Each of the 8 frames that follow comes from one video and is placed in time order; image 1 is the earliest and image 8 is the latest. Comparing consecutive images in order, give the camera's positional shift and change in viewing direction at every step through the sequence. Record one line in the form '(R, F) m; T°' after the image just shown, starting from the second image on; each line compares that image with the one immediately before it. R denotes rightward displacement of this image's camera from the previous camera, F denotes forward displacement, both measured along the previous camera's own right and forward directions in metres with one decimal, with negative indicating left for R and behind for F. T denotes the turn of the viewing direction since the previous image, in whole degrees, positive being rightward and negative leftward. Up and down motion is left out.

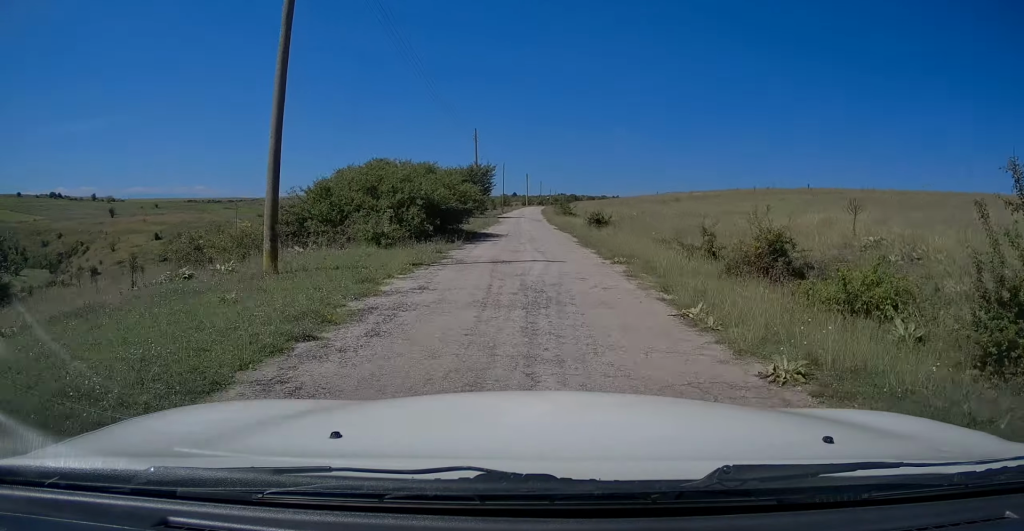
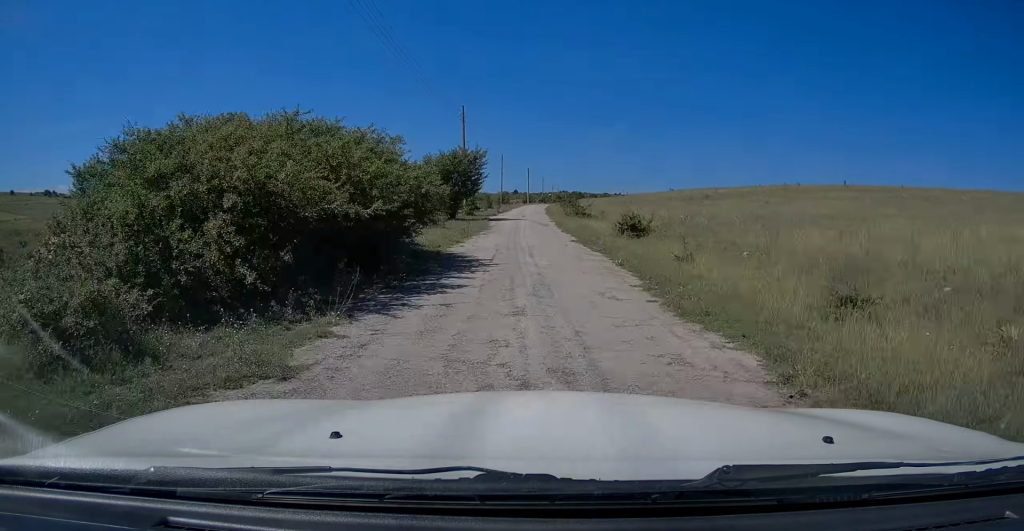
(+0.3, +11.6) m; +1°
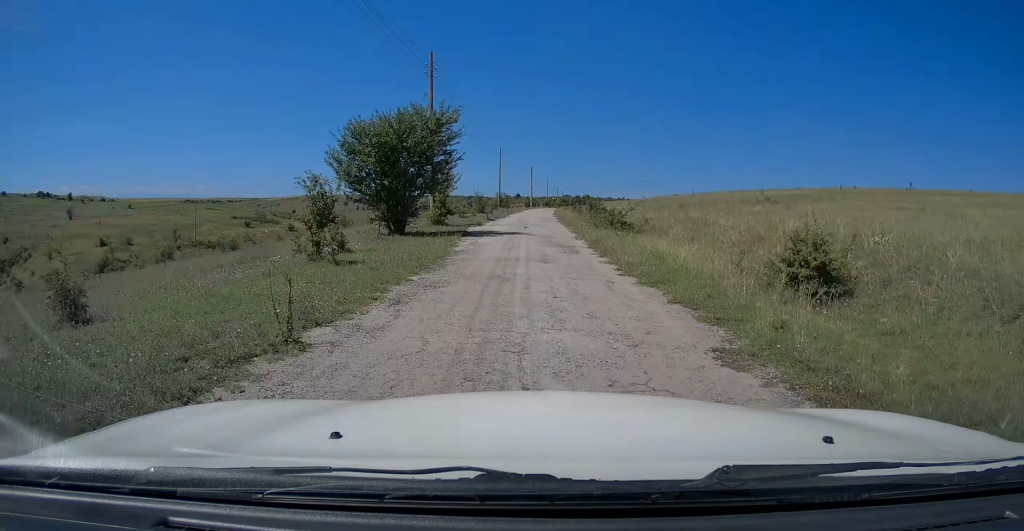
(-0.1, +16.0) m; -2°
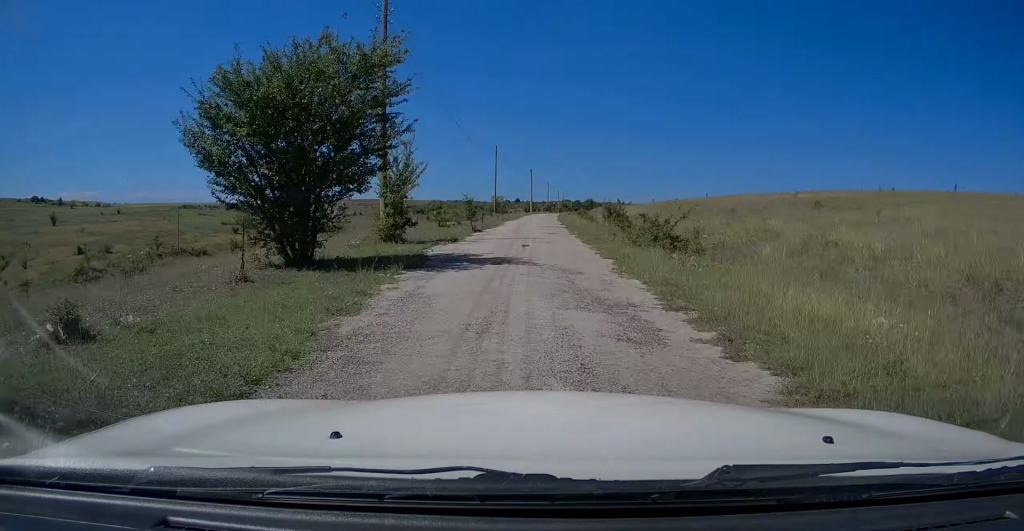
(0.0, +9.0) m; -2°
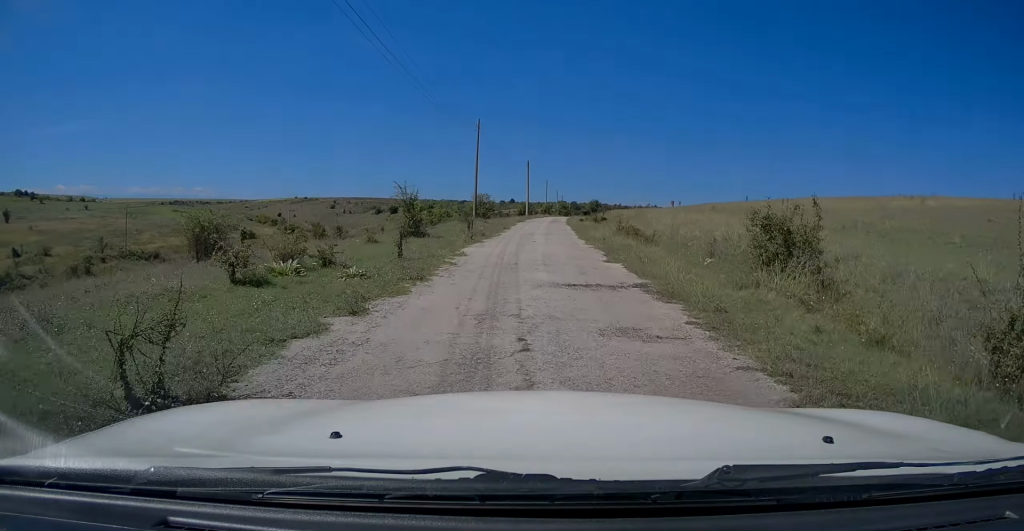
(0.0, +21.3) m; +3°
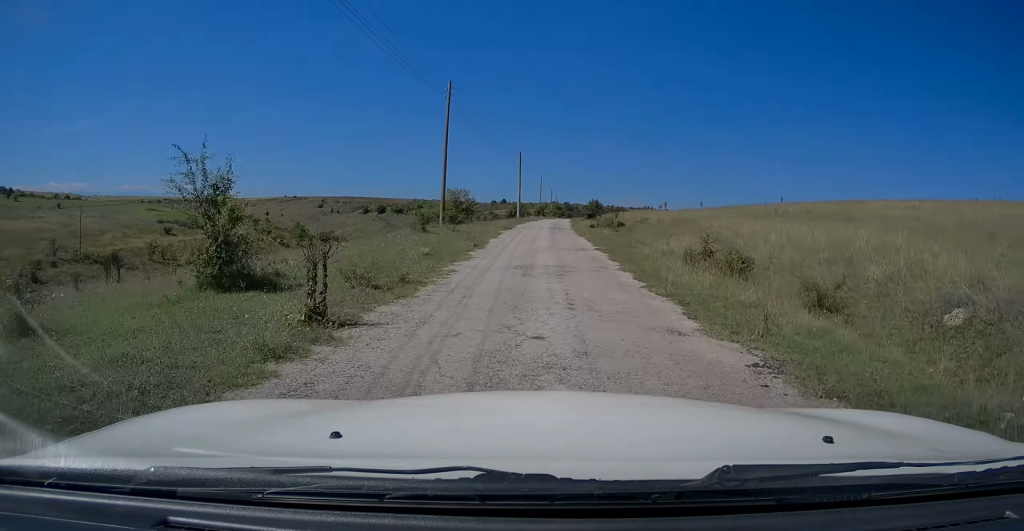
(+0.4, +14.2) m; 0°
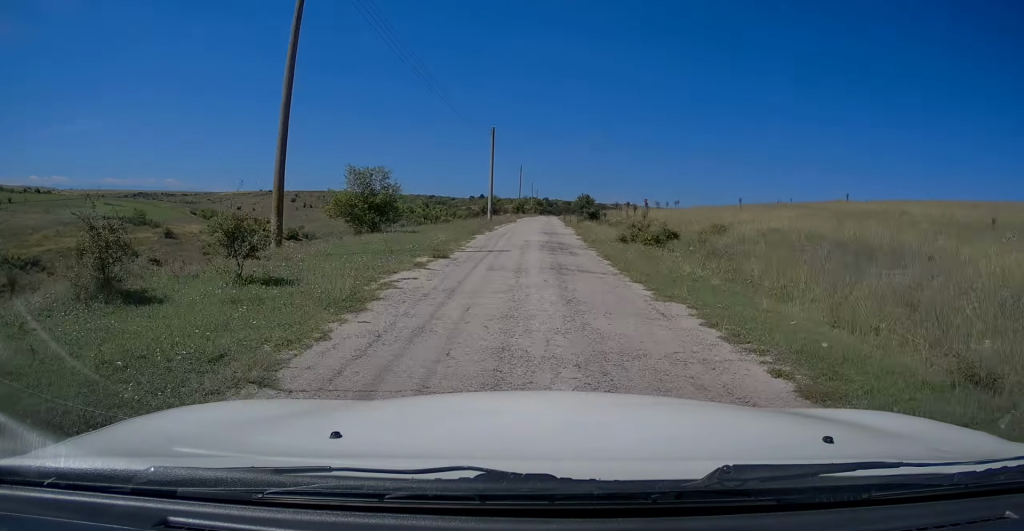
(-0.4, +19.6) m; 0°
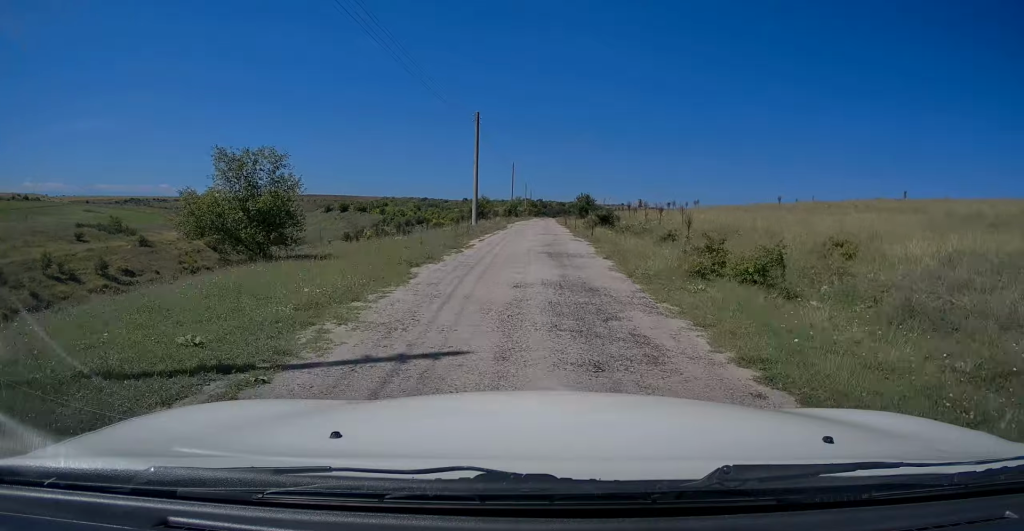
(+0.3, +9.7) m; +1°
